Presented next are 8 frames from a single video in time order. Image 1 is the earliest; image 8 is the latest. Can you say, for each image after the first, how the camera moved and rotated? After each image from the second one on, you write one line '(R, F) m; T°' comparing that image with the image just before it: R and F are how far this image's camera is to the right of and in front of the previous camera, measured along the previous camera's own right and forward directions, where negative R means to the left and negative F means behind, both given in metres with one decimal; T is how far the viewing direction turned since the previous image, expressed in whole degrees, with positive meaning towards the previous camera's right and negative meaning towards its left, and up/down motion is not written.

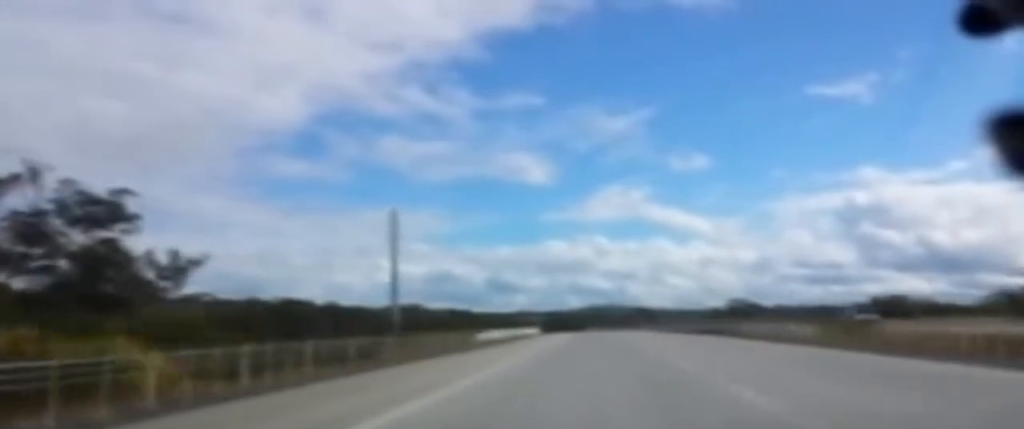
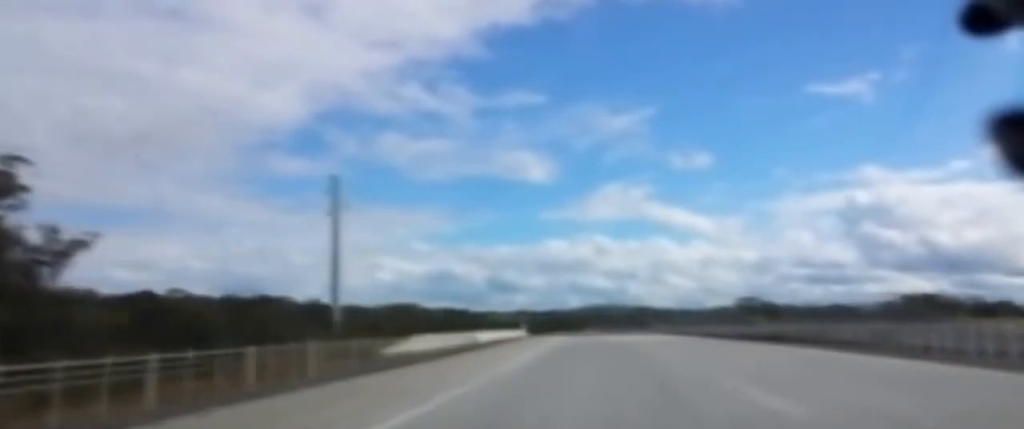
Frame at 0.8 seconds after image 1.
(+0.3, +24.3) m; +1°
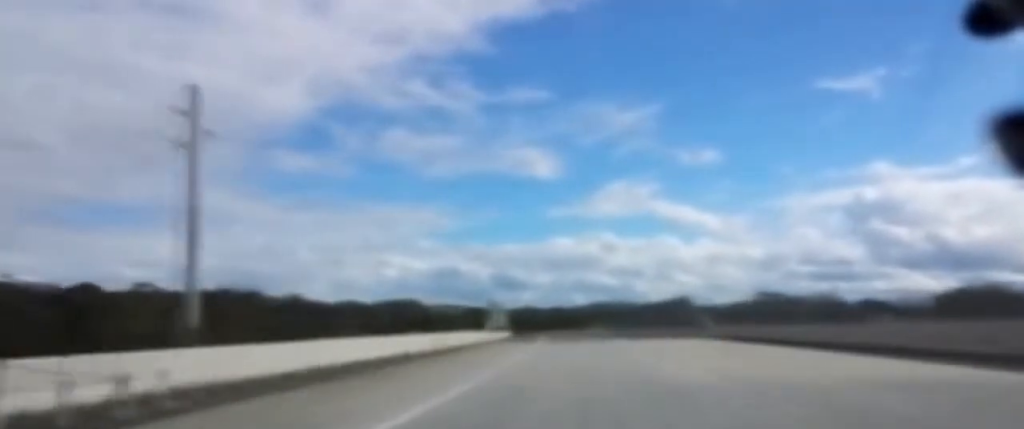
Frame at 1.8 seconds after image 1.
(+0.3, +30.5) m; +1°
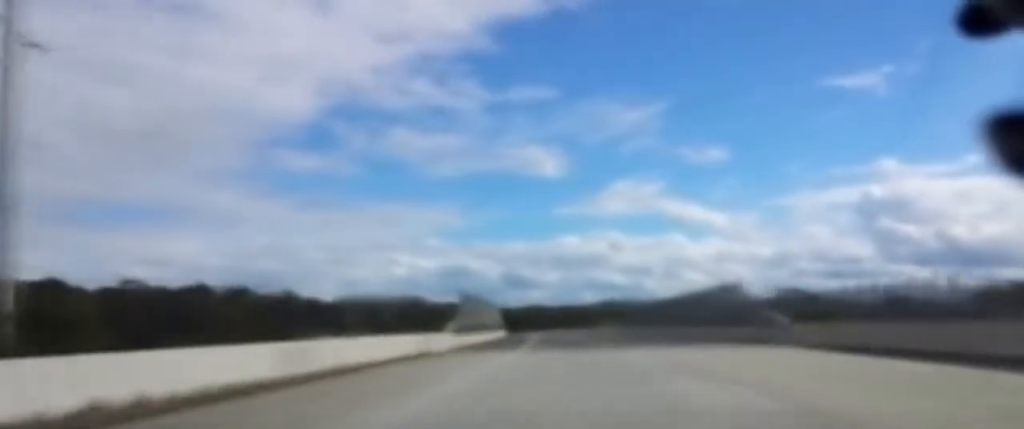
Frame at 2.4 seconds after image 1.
(+0.1, +17.4) m; 0°
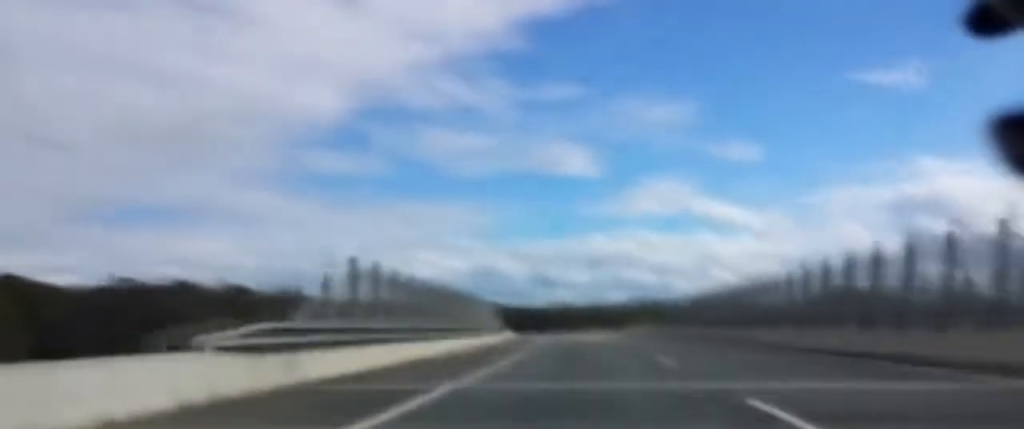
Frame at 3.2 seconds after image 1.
(+0.1, +24.5) m; 0°
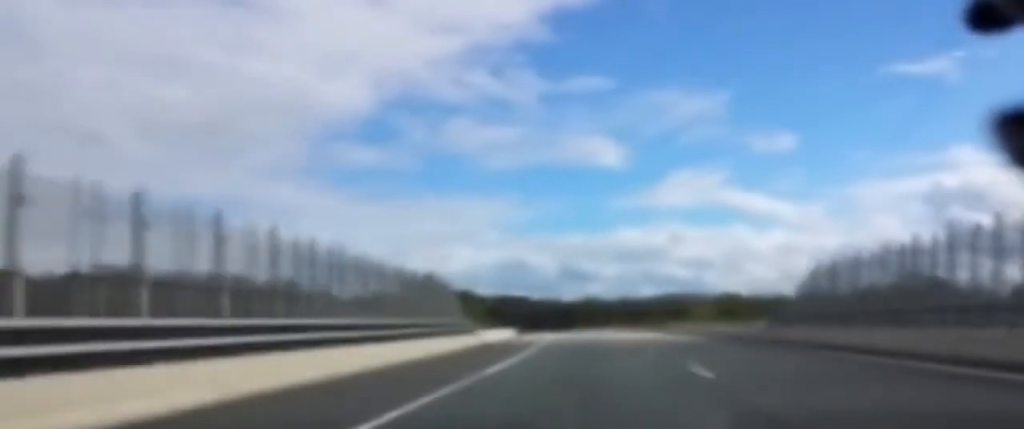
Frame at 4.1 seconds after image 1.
(-0.3, +29.6) m; -1°
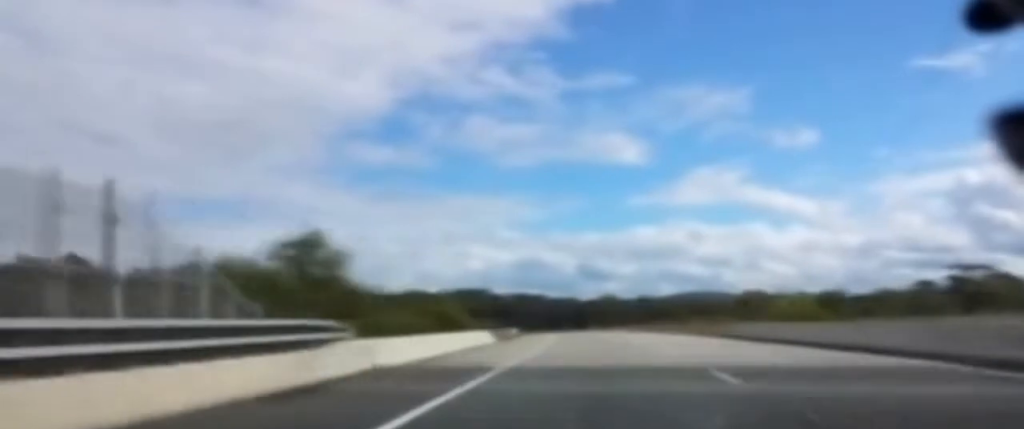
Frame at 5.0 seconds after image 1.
(-0.4, +25.5) m; -1°
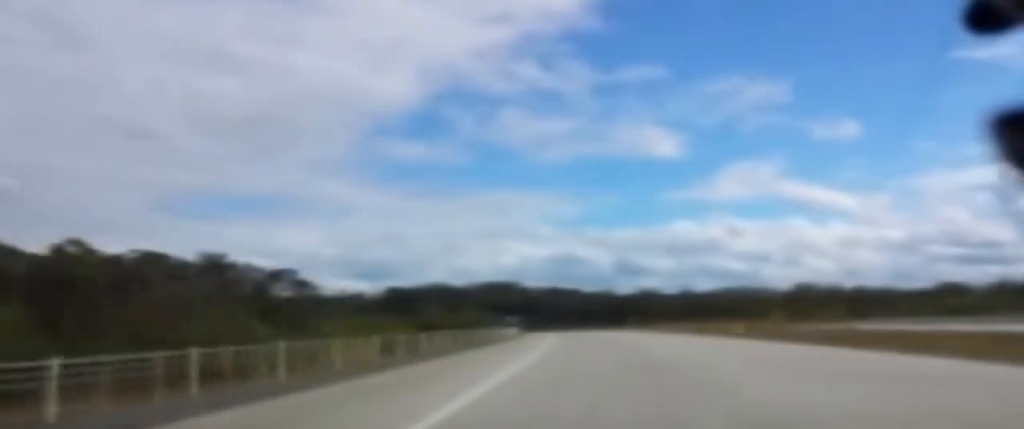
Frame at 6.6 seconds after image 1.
(-1.2, +48.9) m; -3°
